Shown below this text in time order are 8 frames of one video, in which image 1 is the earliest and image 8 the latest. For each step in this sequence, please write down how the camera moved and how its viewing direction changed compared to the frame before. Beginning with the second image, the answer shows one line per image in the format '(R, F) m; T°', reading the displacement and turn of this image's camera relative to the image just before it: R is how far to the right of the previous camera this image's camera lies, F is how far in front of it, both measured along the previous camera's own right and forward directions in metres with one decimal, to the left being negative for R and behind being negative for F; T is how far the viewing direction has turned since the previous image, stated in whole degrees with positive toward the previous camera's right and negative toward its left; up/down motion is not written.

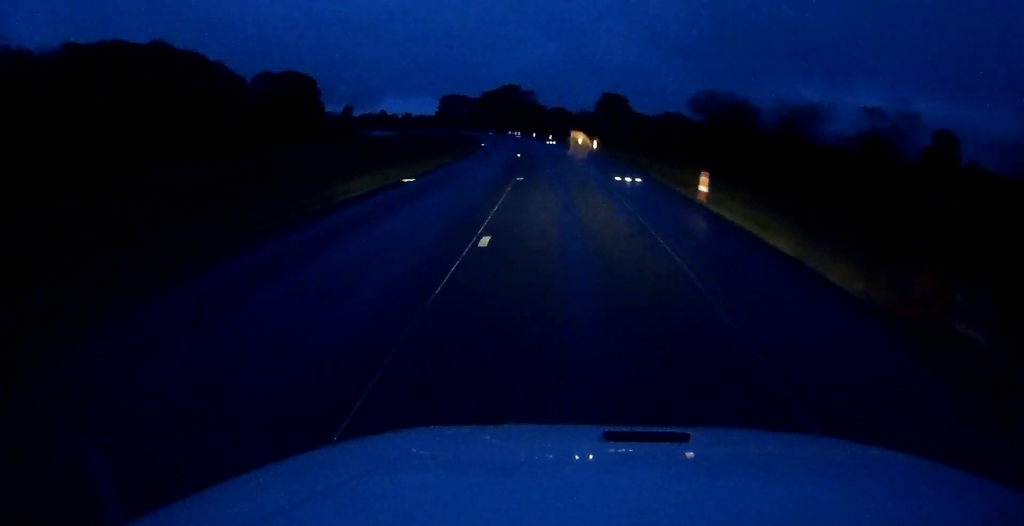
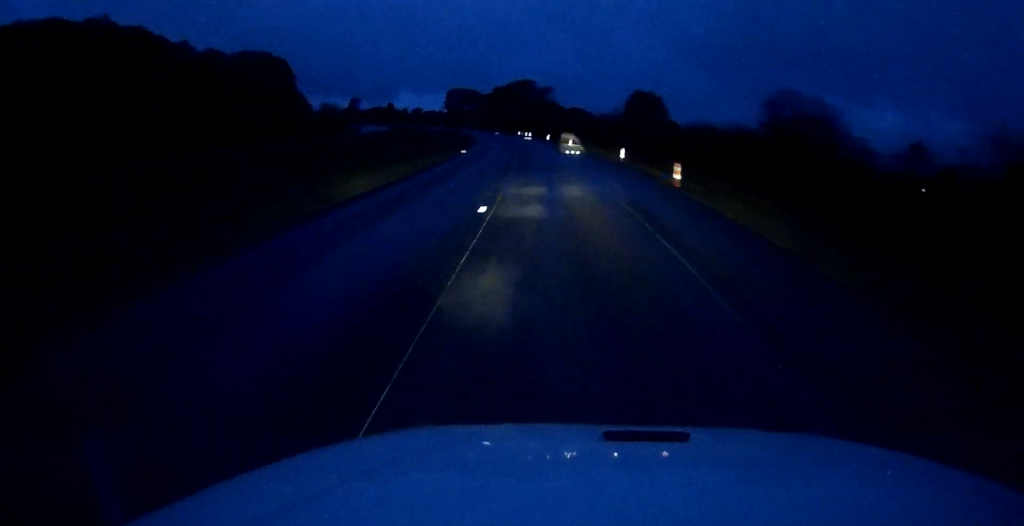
(-0.4, +33.1) m; -1°
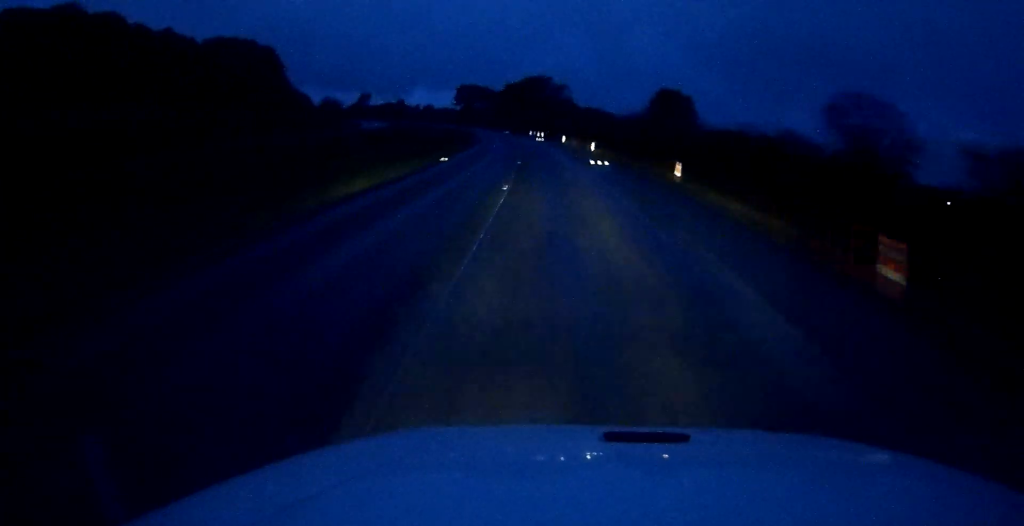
(0.0, +16.5) m; -1°
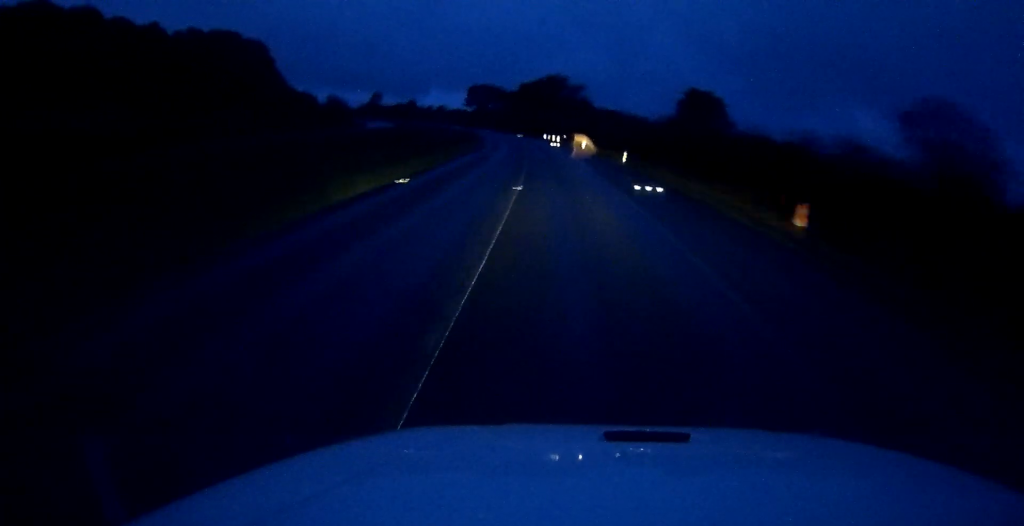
(+0.1, +14.4) m; -1°
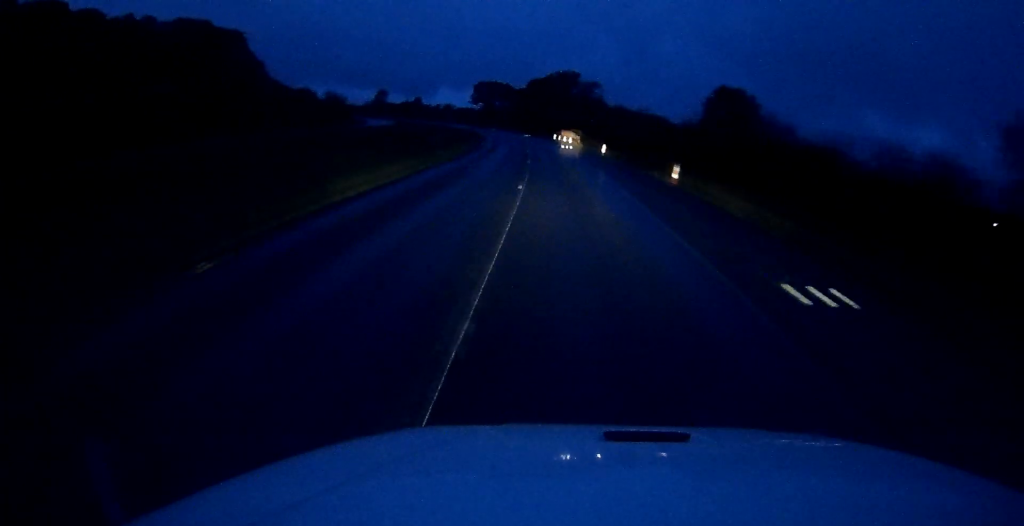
(0.0, +15.5) m; -1°
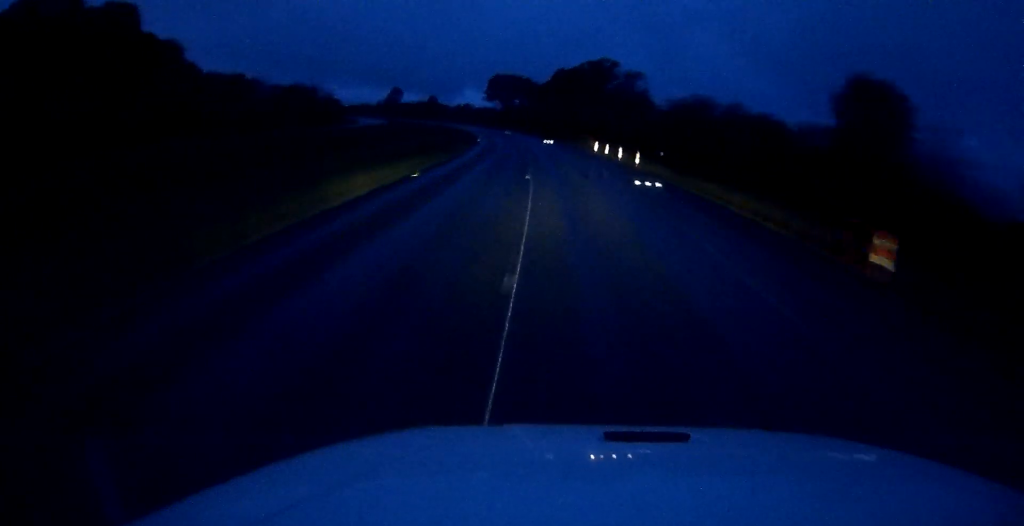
(-1.8, +45.4) m; -3°
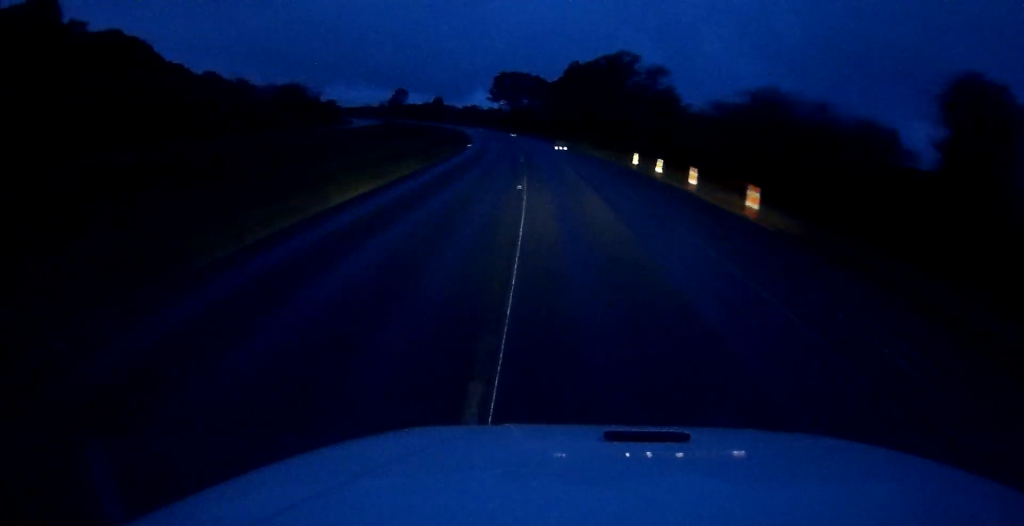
(-0.2, +20.6) m; -1°
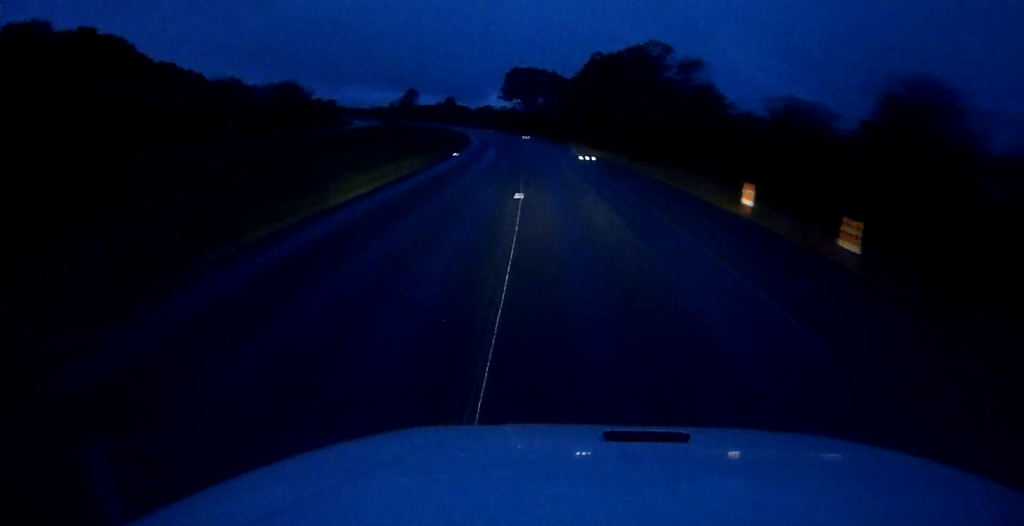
(-0.1, +19.6) m; -1°
